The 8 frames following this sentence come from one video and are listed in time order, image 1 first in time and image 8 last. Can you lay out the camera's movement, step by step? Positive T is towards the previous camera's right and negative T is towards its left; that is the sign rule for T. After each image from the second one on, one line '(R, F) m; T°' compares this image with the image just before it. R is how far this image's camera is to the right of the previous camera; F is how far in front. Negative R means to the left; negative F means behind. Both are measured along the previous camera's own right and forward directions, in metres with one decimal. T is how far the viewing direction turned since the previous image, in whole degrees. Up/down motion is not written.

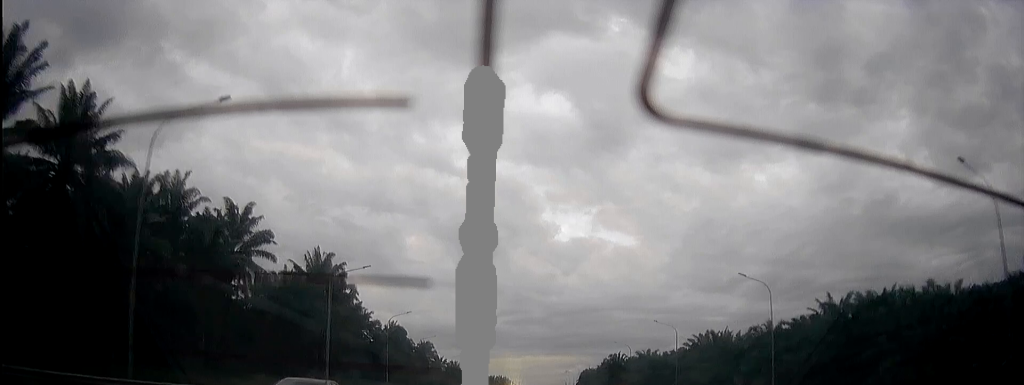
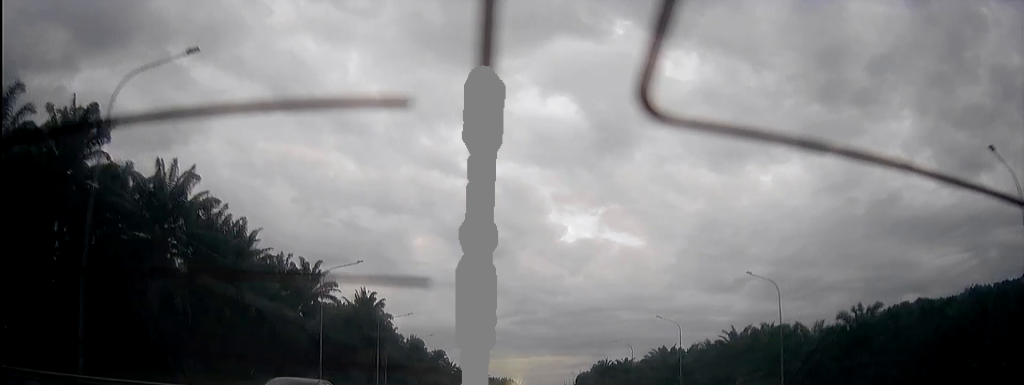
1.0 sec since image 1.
(+0.1, +28.5) m; +1°
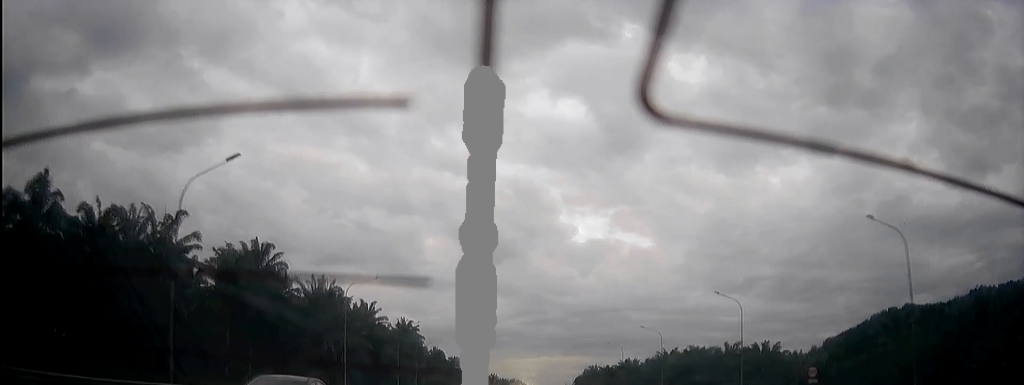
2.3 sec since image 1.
(+0.3, +40.4) m; +1°
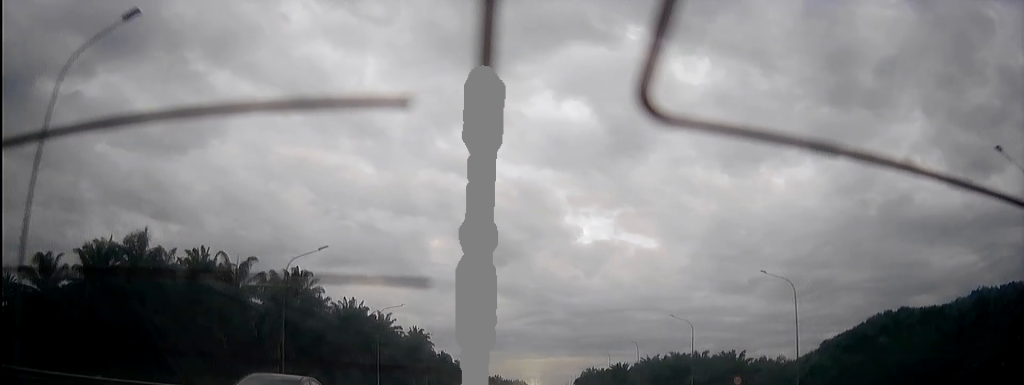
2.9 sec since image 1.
(+0.1, +17.8) m; +1°
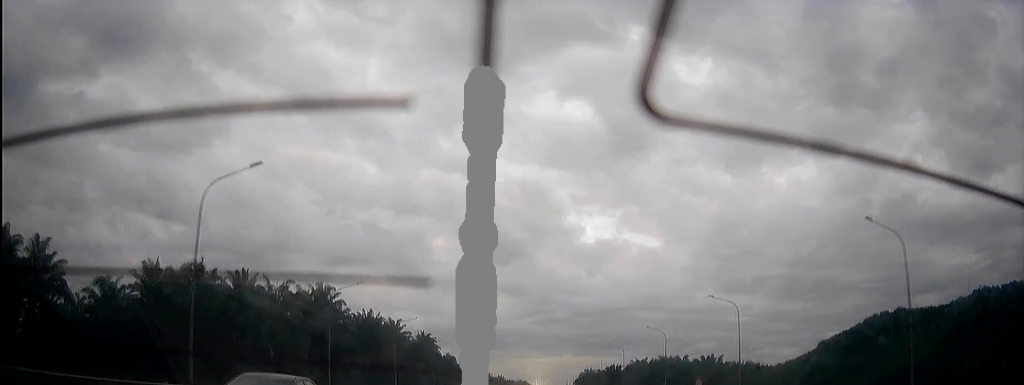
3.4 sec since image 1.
(0.0, +13.1) m; 0°
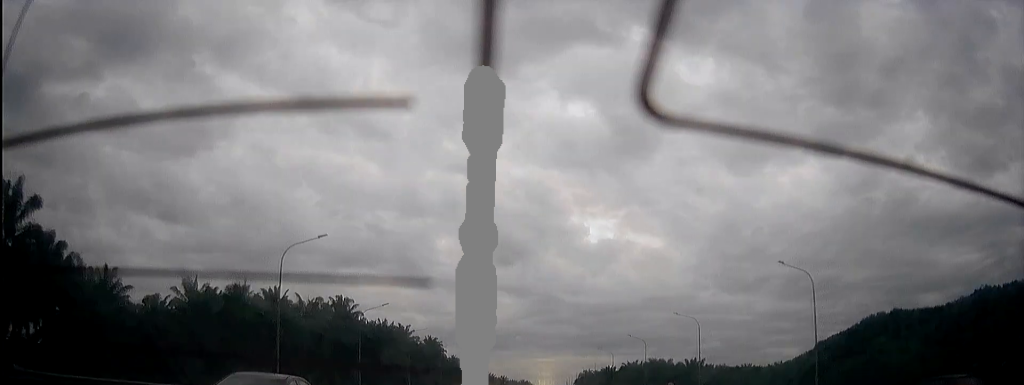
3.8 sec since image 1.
(+0.1, +13.0) m; 0°
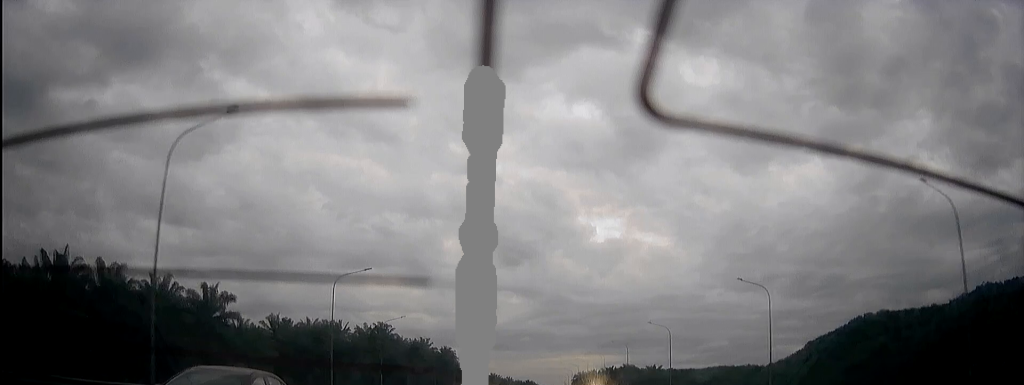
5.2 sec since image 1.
(+0.4, +40.3) m; +1°
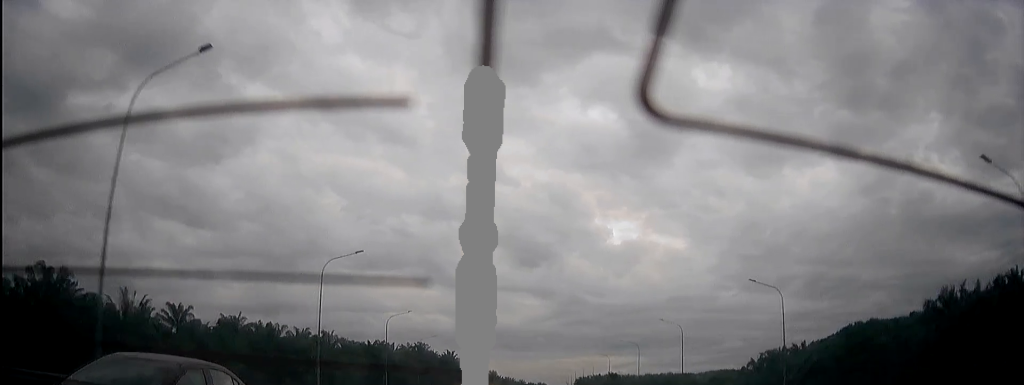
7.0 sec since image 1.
(+0.6, +54.5) m; +1°
